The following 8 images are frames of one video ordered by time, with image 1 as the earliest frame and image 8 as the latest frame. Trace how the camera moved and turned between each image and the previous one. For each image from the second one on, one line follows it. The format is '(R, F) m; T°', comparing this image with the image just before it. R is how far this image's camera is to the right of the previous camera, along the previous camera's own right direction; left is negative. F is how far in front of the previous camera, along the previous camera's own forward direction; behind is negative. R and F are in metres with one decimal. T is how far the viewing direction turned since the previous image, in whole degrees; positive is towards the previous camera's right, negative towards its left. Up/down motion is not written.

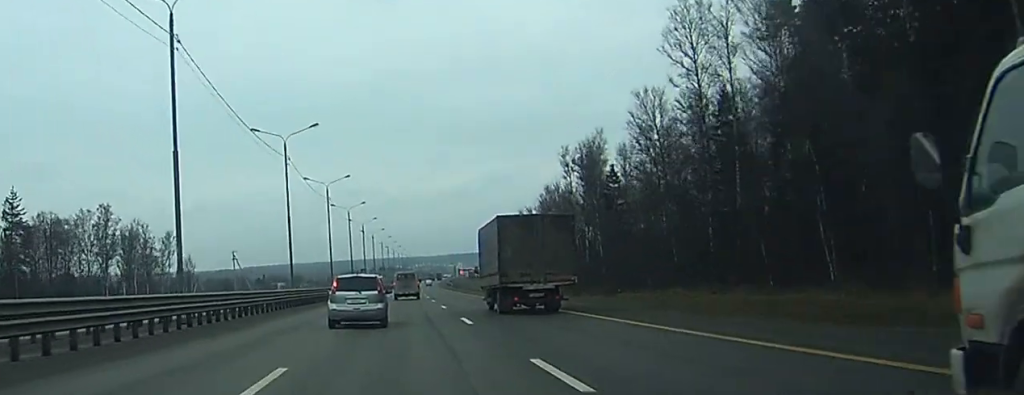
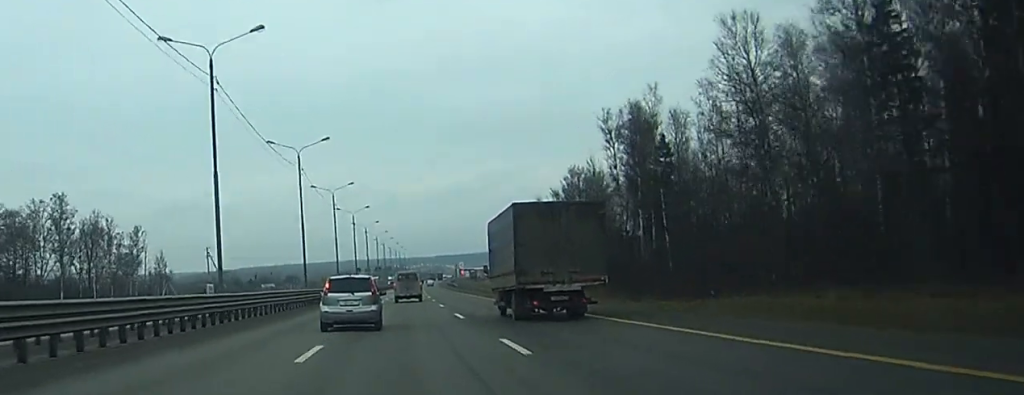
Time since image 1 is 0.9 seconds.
(0.0, +26.8) m; 0°
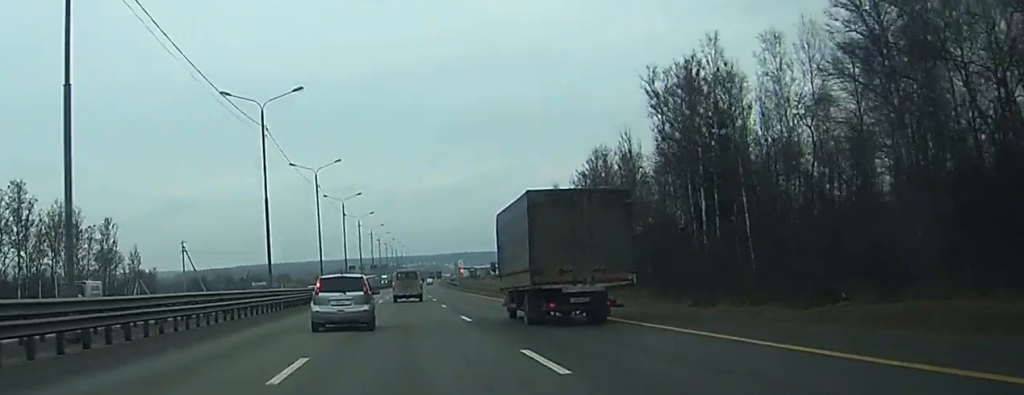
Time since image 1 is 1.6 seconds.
(+0.1, +19.1) m; 0°
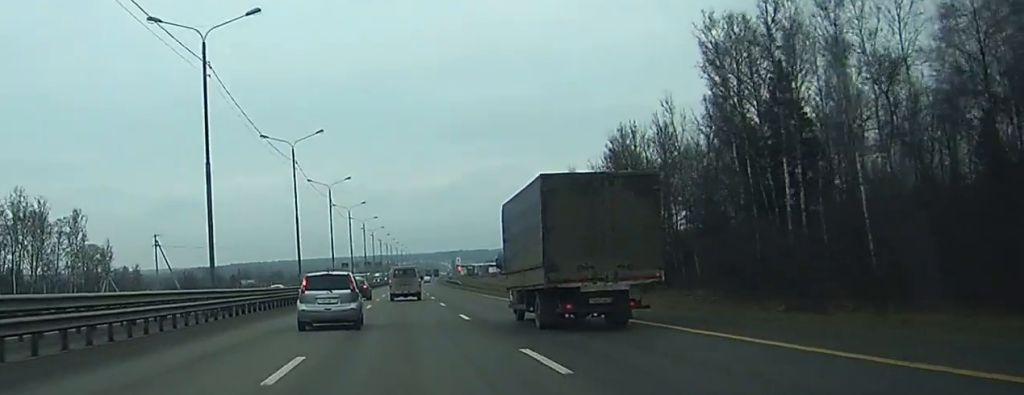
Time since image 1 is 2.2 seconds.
(0.0, +16.3) m; 0°
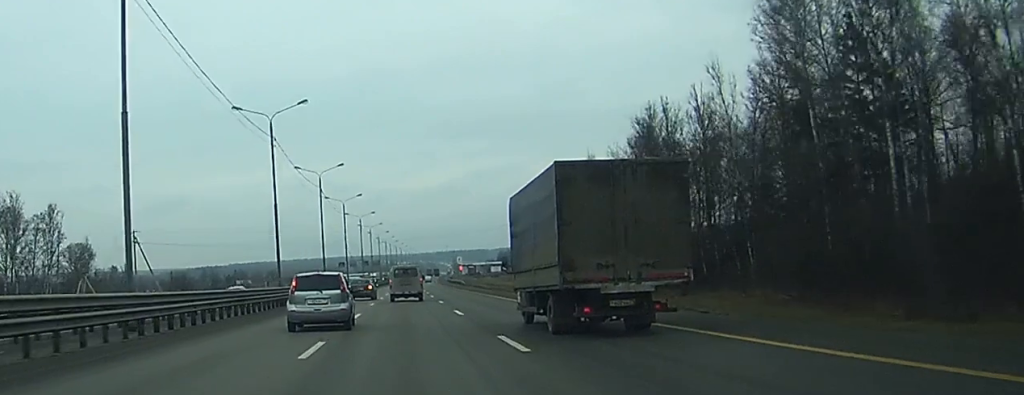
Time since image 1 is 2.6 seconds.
(0.0, +12.4) m; 0°
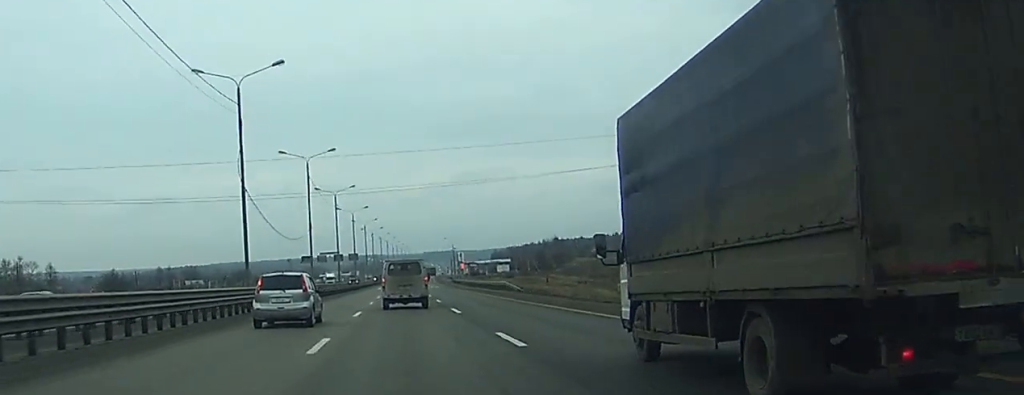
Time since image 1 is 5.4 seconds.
(+0.6, +79.5) m; 0°
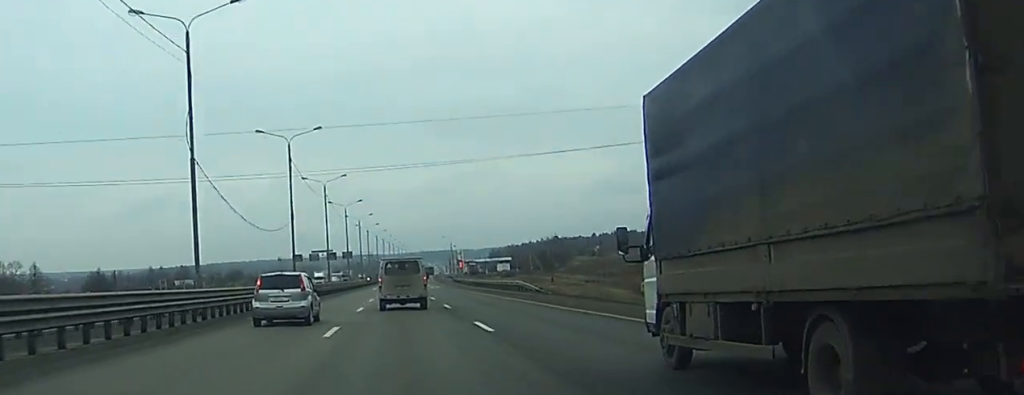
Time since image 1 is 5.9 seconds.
(0.0, +11.8) m; 0°
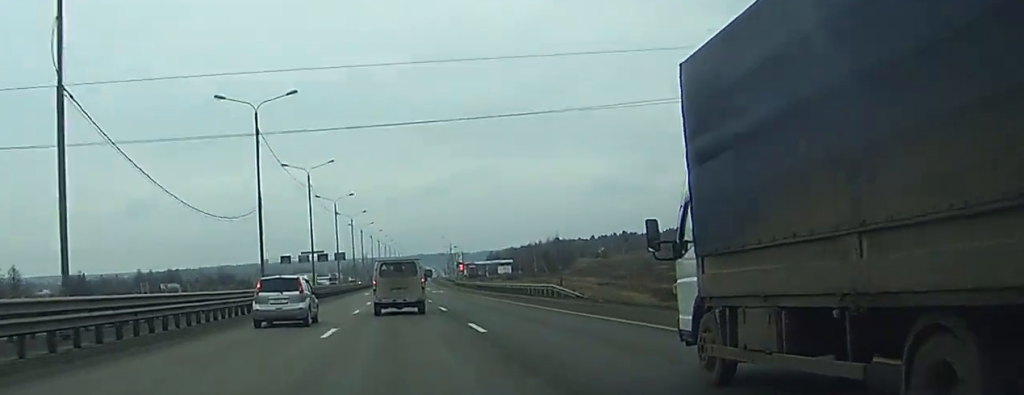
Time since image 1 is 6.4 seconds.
(0.0, +15.2) m; 0°
